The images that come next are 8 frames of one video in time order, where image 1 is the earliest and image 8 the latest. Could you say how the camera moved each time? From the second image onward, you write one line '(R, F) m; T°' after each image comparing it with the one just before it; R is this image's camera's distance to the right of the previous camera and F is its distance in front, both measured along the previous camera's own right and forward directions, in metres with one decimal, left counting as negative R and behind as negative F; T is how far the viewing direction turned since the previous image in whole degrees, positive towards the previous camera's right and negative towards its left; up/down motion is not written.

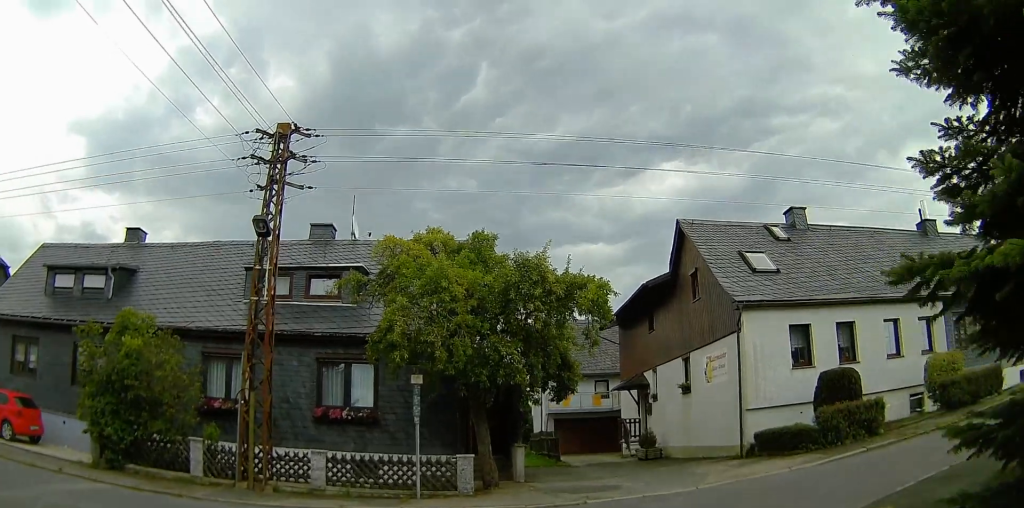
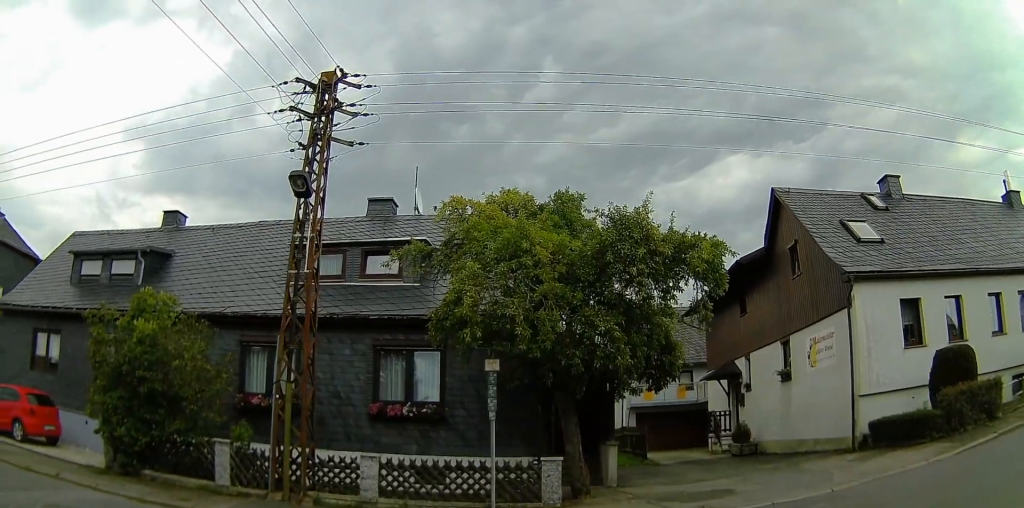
(0.0, +3.5) m; -8°
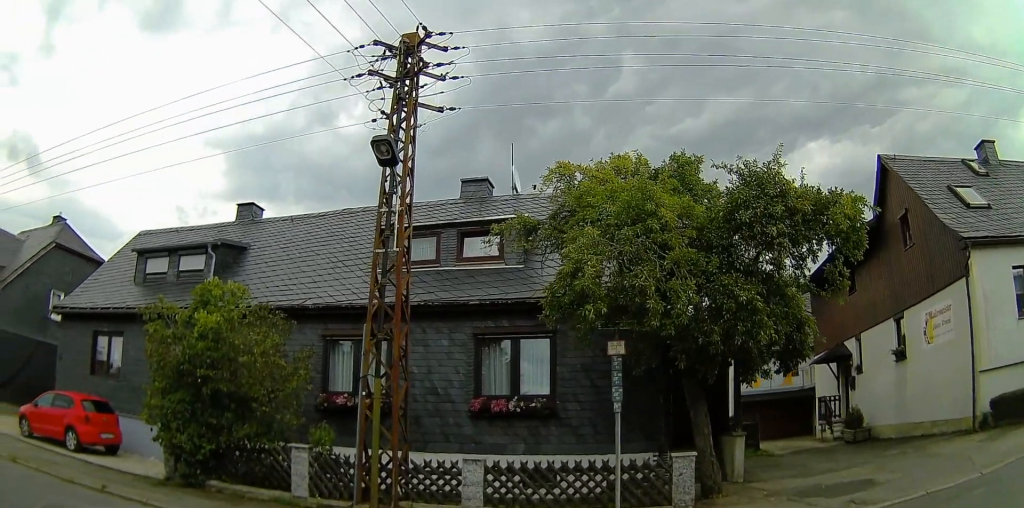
(-0.4, +2.4) m; -29°
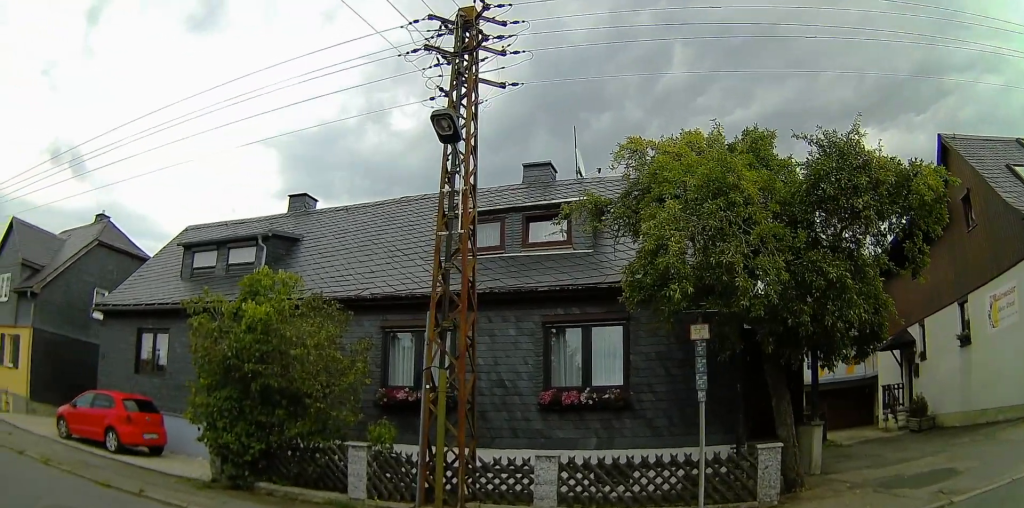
(-0.3, +1.1) m; -18°
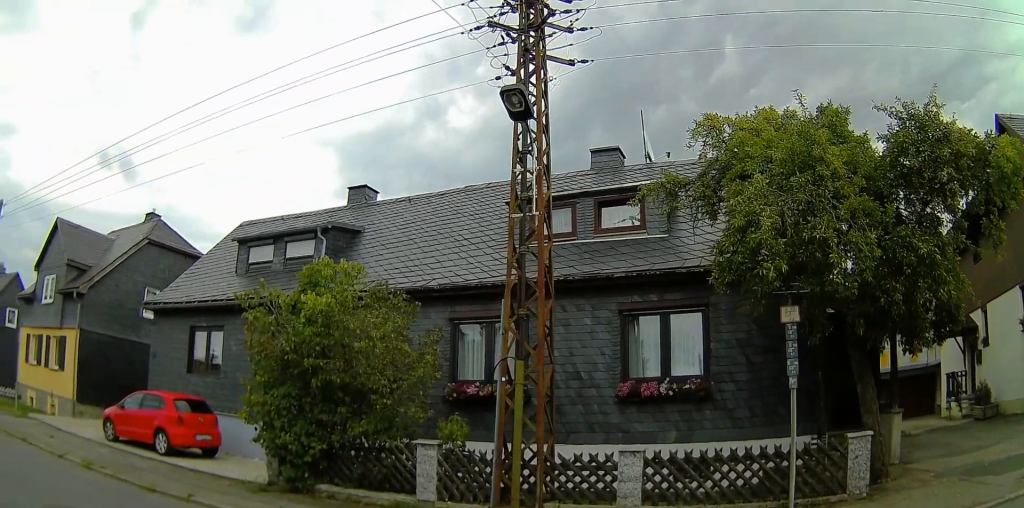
(-0.1, +1.0) m; -13°
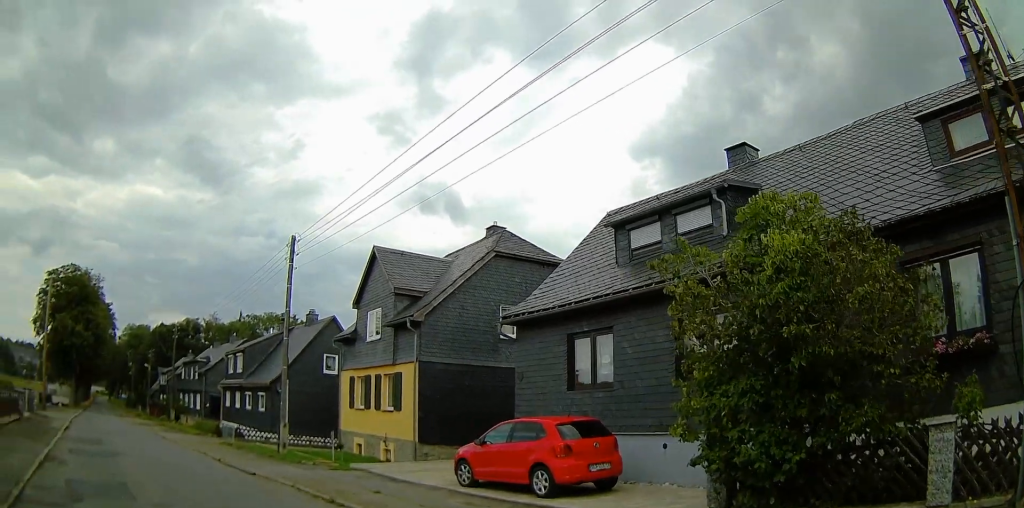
(-0.9, +3.8) m; -20°
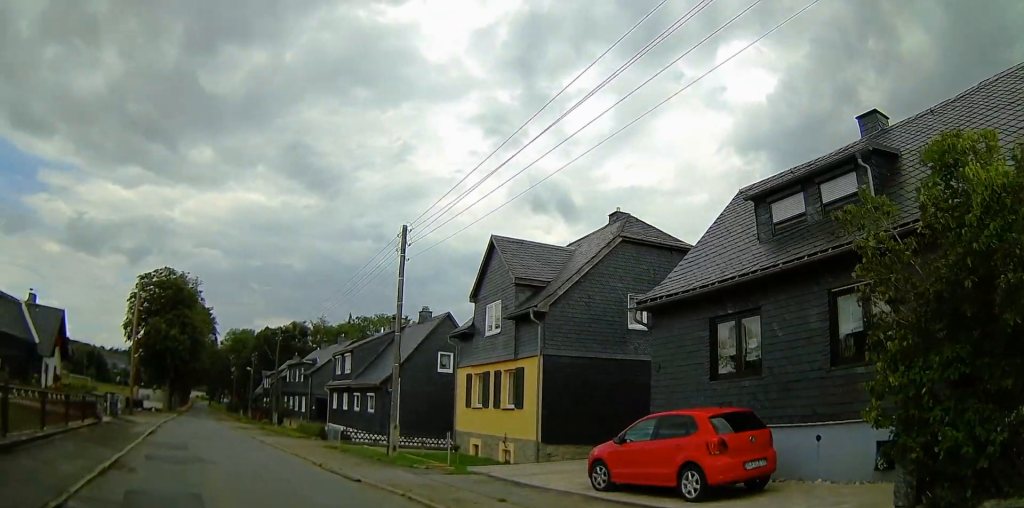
(0.0, +1.4) m; -5°
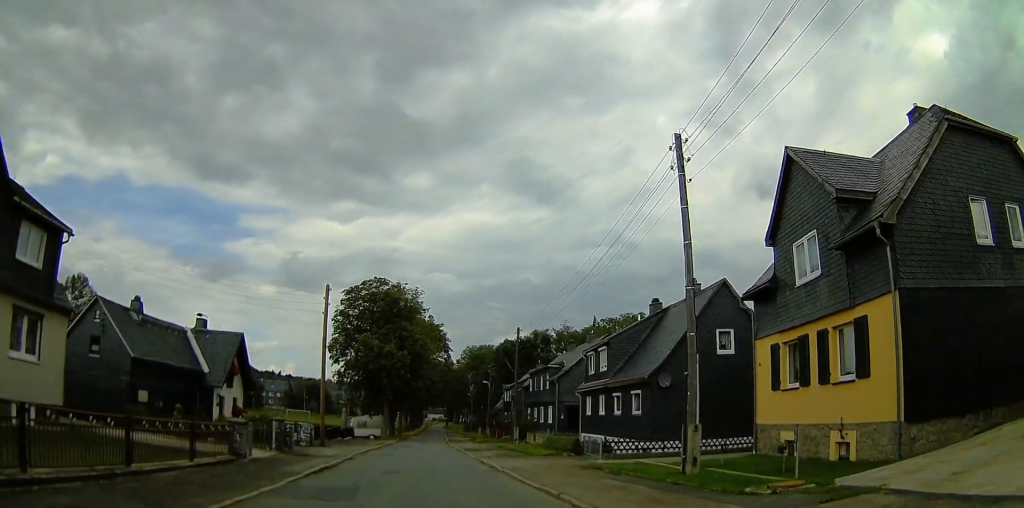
(-0.6, +7.1) m; -7°
